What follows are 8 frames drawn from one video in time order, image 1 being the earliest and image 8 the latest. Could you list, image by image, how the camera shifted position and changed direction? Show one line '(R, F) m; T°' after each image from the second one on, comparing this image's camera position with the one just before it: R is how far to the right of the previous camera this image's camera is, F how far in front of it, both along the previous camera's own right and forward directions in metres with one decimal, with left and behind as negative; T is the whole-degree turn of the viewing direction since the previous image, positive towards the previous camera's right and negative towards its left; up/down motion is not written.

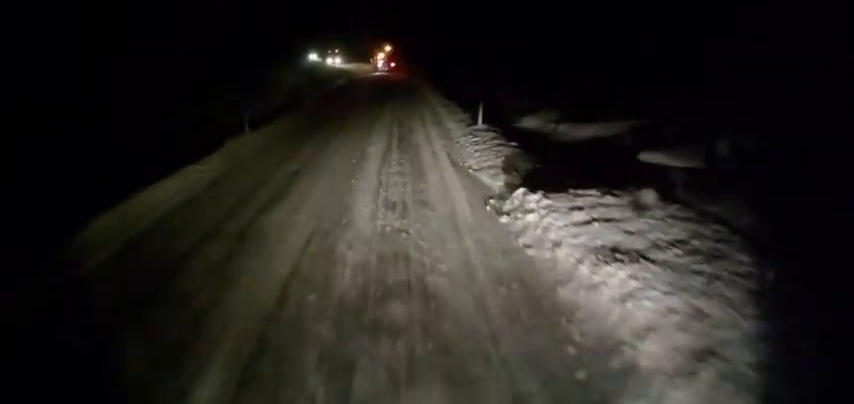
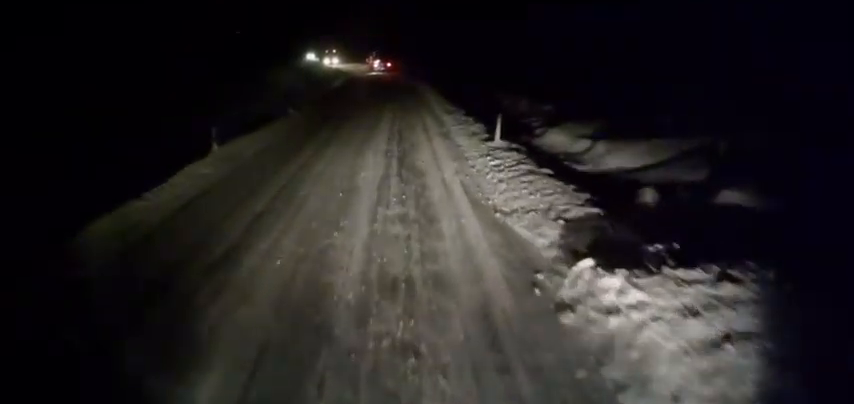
(0.0, +3.3) m; +1°
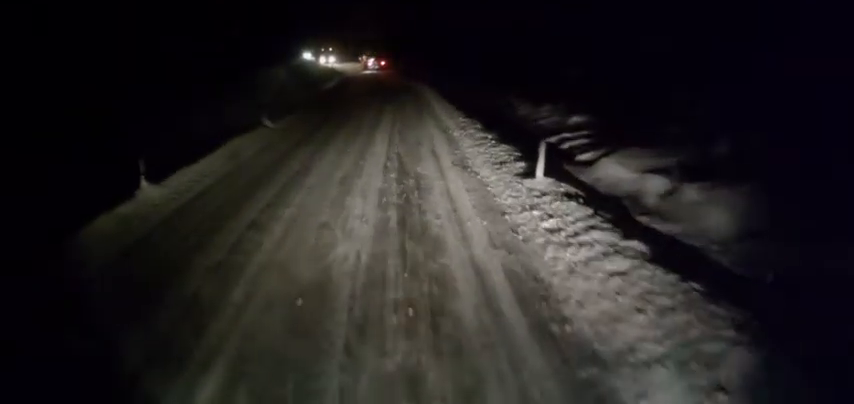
(+0.1, +4.5) m; +2°
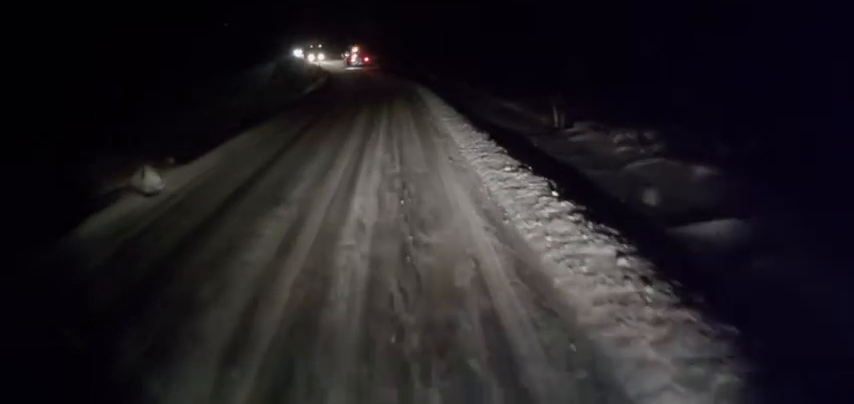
(+0.4, +9.7) m; 0°
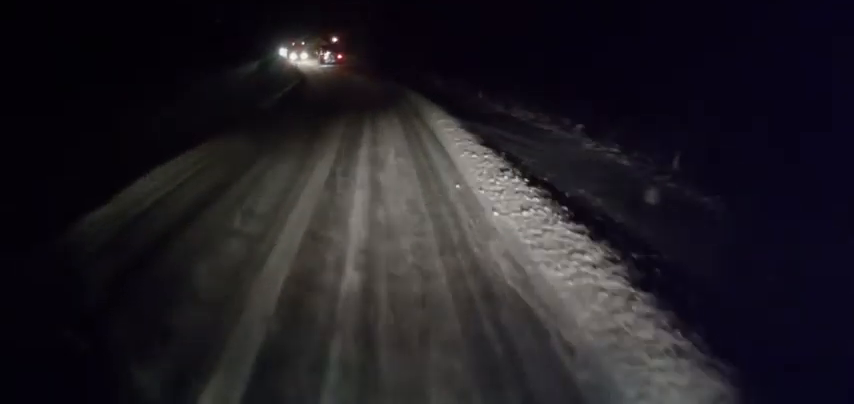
(-0.3, +15.4) m; -1°
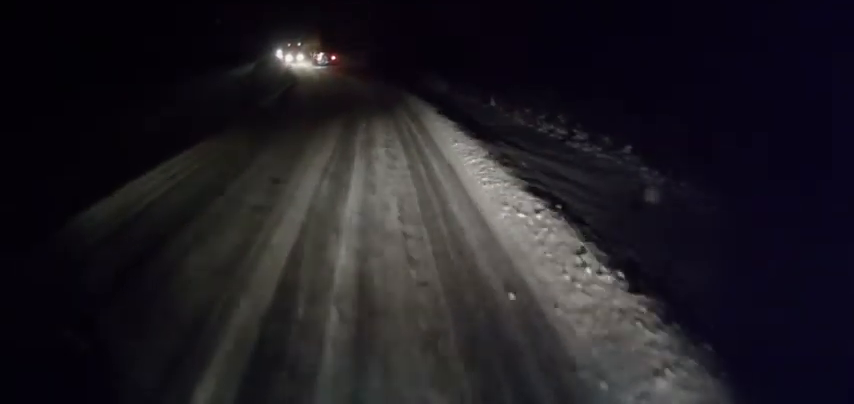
(0.0, +4.7) m; -1°
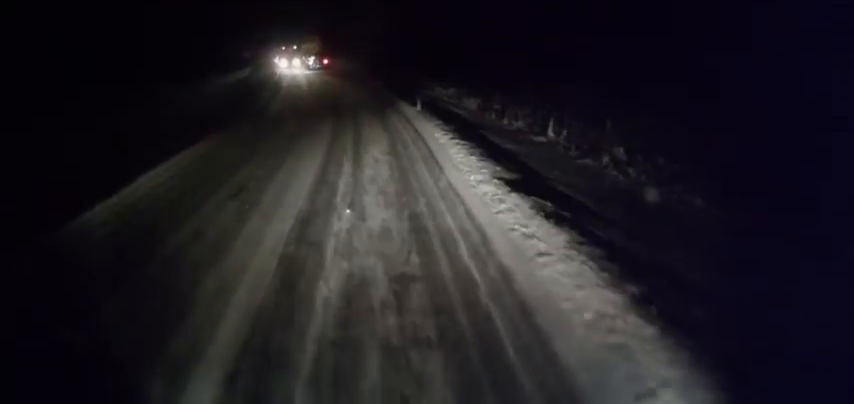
(-0.4, +10.7) m; 0°
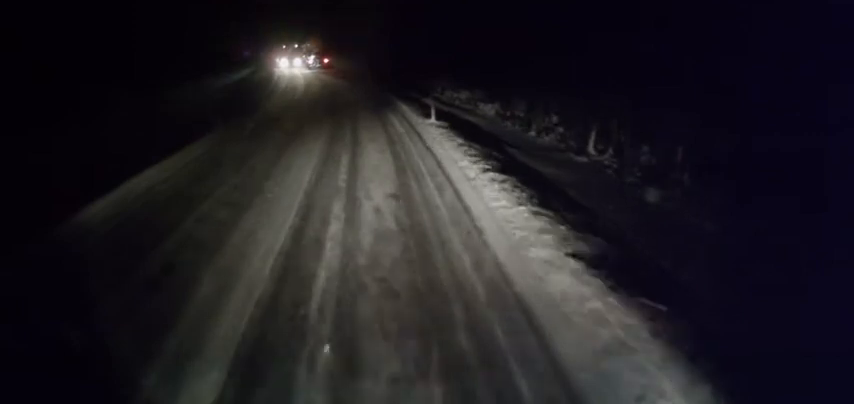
(+0.1, +4.1) m; +1°
